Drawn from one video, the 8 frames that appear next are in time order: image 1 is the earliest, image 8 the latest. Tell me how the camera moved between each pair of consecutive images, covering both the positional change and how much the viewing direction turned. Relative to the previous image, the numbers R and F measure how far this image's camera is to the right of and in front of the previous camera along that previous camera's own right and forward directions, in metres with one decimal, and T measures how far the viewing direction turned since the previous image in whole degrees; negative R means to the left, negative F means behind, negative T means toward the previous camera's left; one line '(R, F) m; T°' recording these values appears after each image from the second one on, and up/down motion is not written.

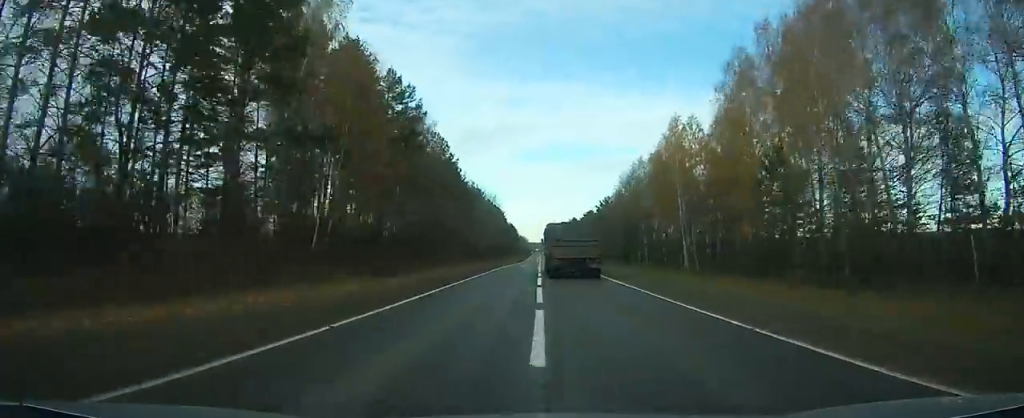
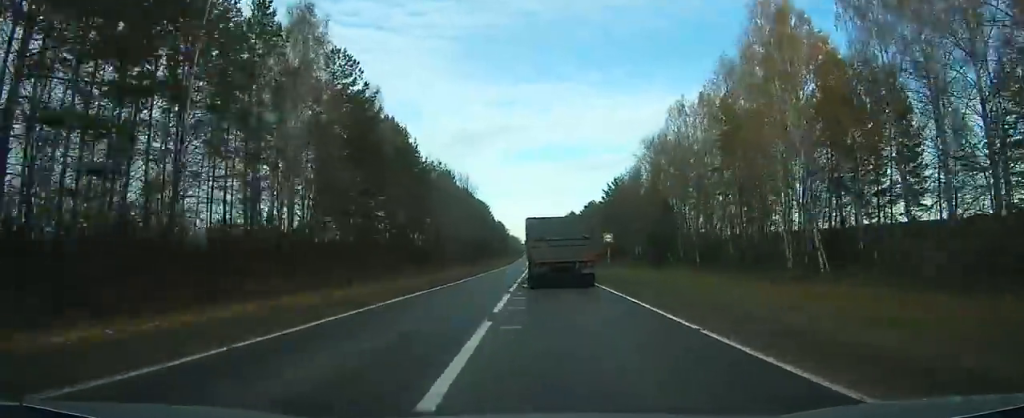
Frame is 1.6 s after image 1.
(0.0, +45.5) m; 0°
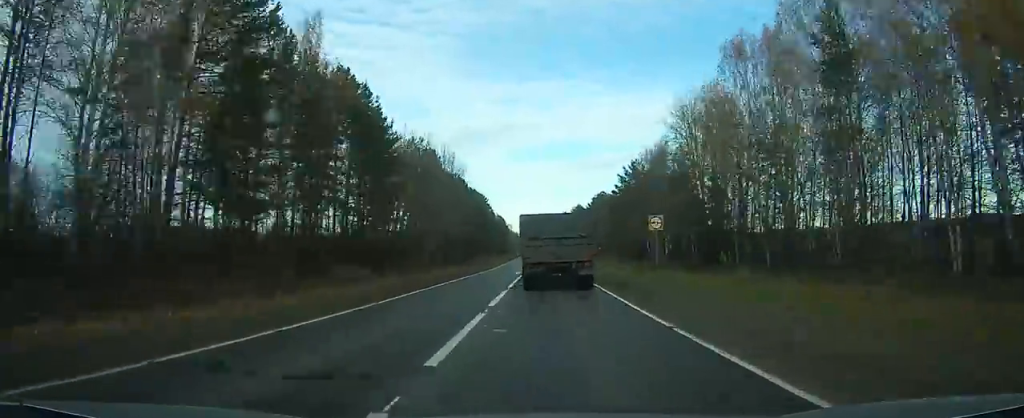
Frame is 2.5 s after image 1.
(+0.2, +24.9) m; 0°
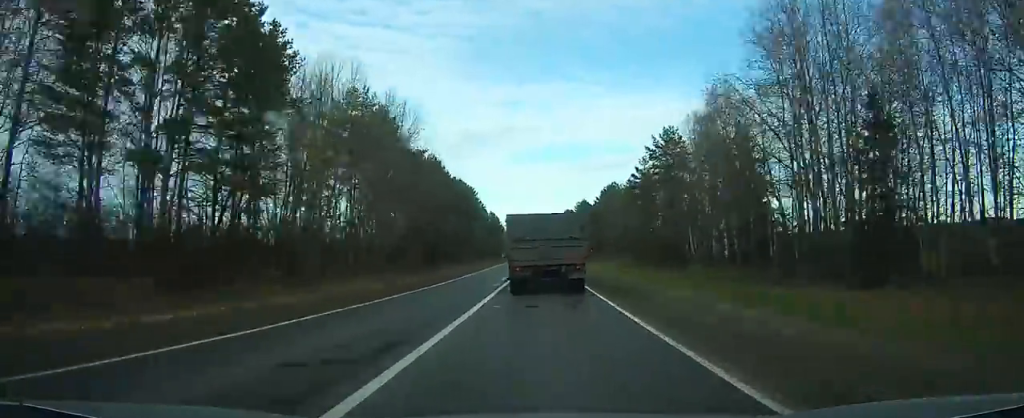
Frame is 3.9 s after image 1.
(-0.1, +35.7) m; 0°
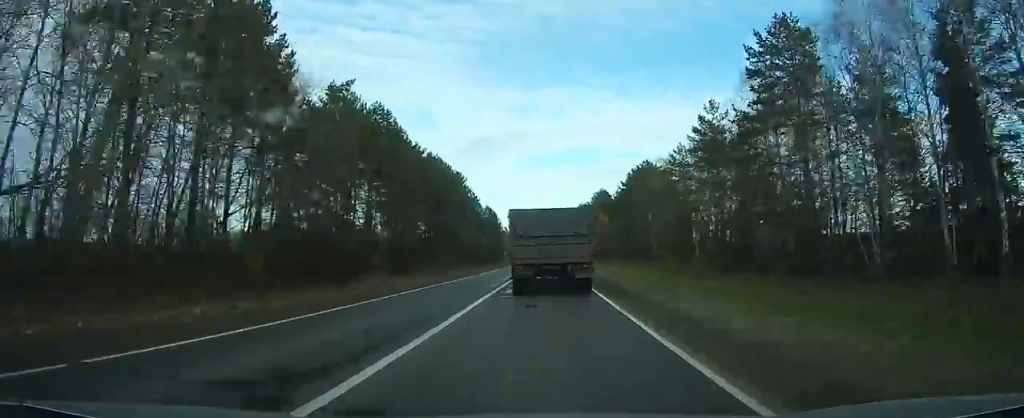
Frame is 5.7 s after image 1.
(-0.3, +43.3) m; 0°
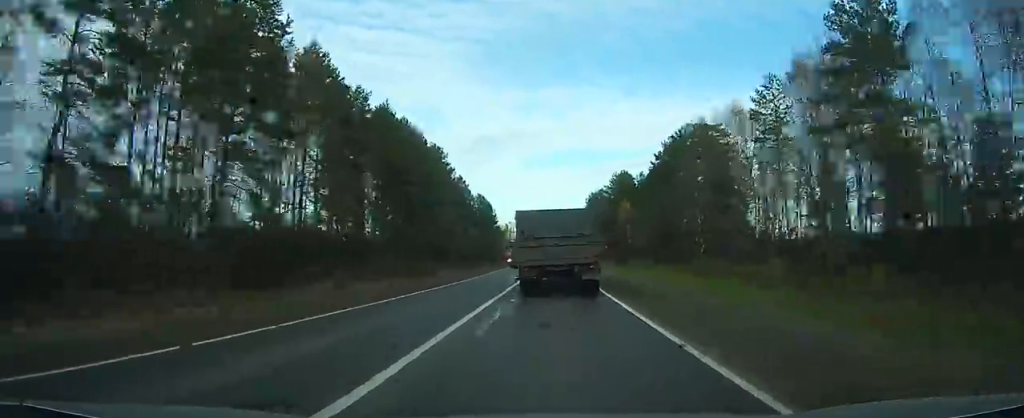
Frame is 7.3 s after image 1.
(+0.1, +35.0) m; 0°
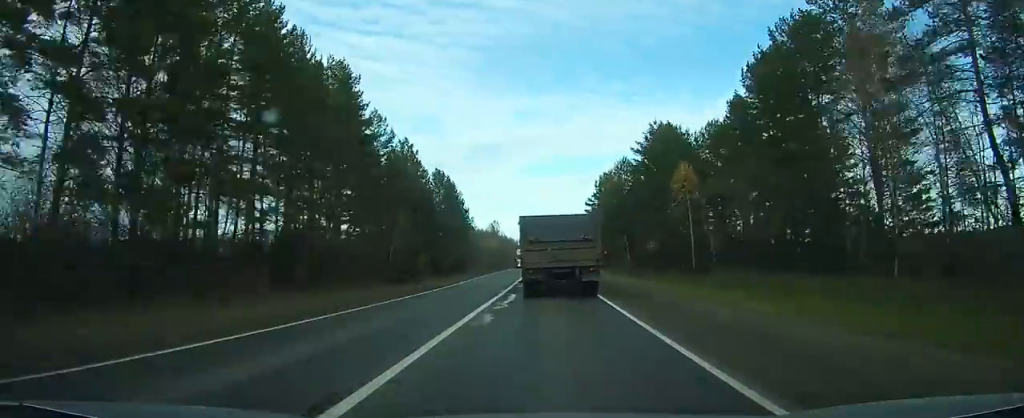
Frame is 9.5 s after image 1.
(0.0, +49.4) m; 0°
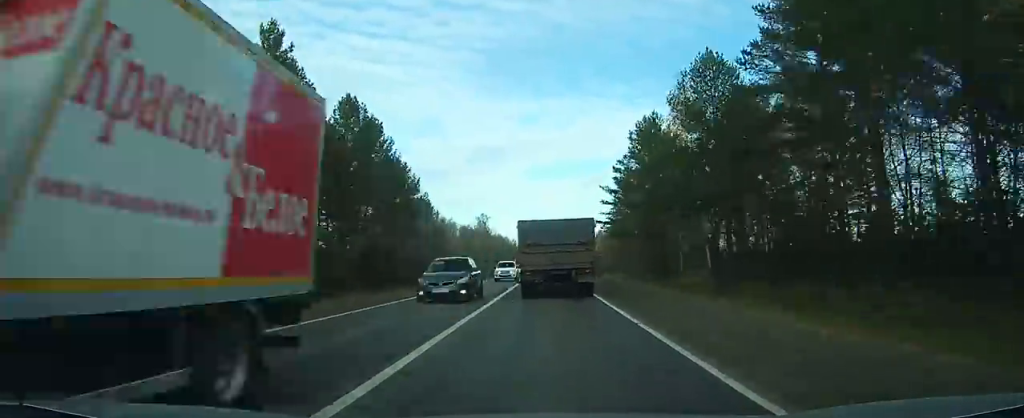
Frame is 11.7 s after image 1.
(0.0, +45.2) m; 0°
